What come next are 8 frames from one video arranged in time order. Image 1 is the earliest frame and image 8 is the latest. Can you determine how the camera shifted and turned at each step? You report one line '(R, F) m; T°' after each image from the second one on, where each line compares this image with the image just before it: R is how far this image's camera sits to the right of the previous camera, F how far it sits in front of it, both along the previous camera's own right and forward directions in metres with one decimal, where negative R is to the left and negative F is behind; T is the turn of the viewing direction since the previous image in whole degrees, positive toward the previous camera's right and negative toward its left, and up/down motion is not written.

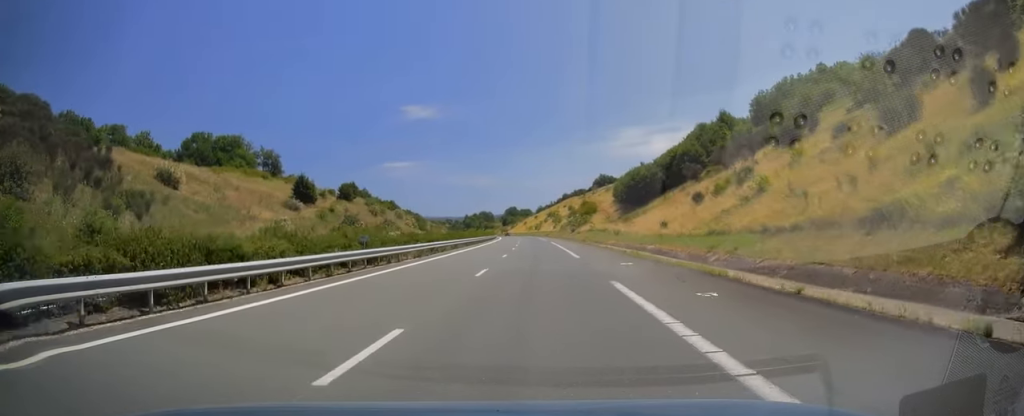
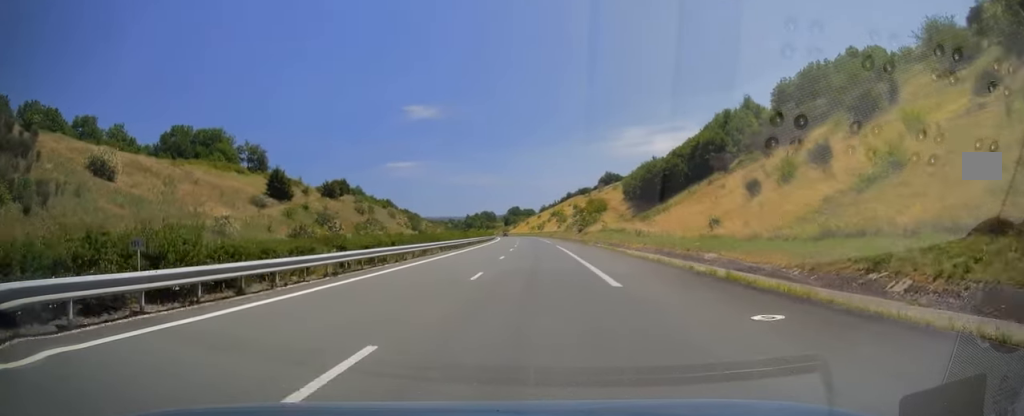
(0.0, +14.3) m; 0°
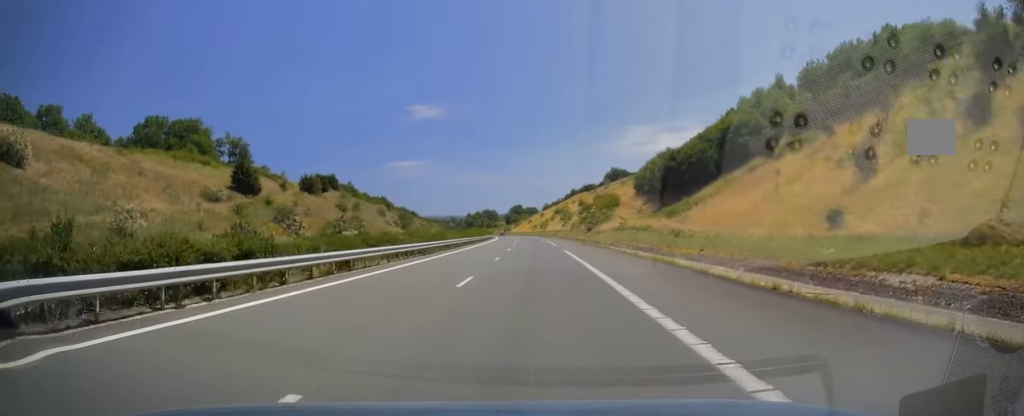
(0.0, +15.3) m; 0°
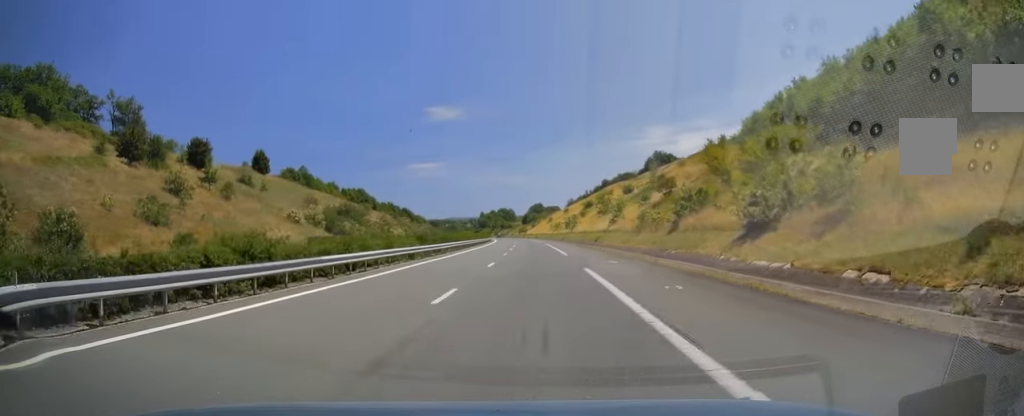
(-1.6, +67.9) m; -3°
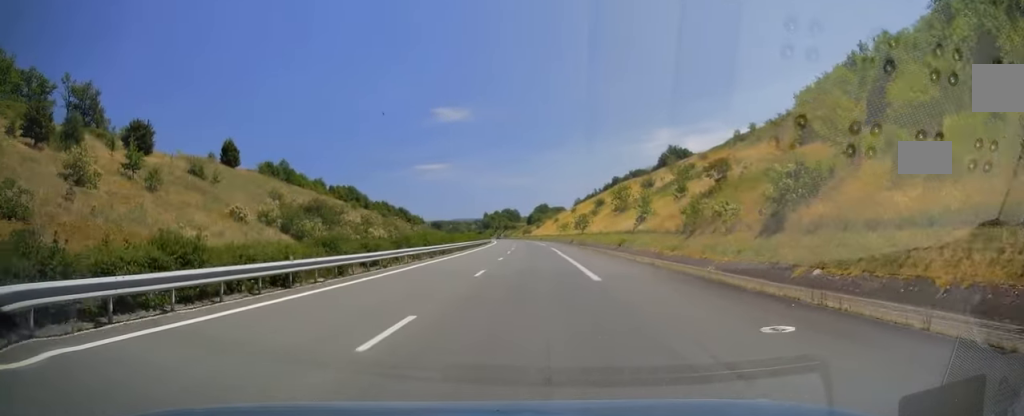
(-0.1, +17.7) m; 0°
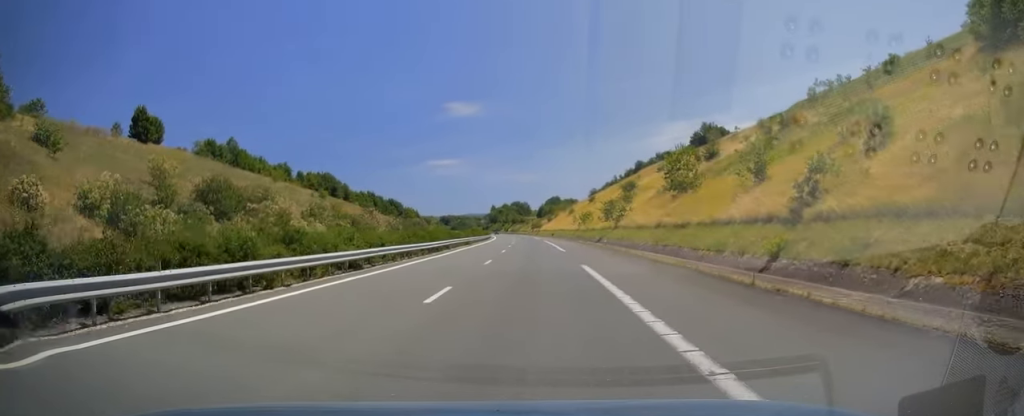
(-0.1, +34.4) m; -1°
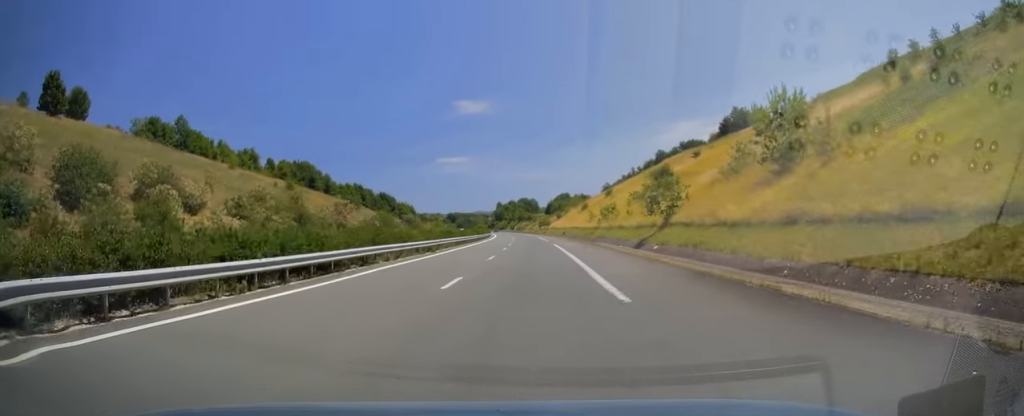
(+0.1, +23.6) m; -1°
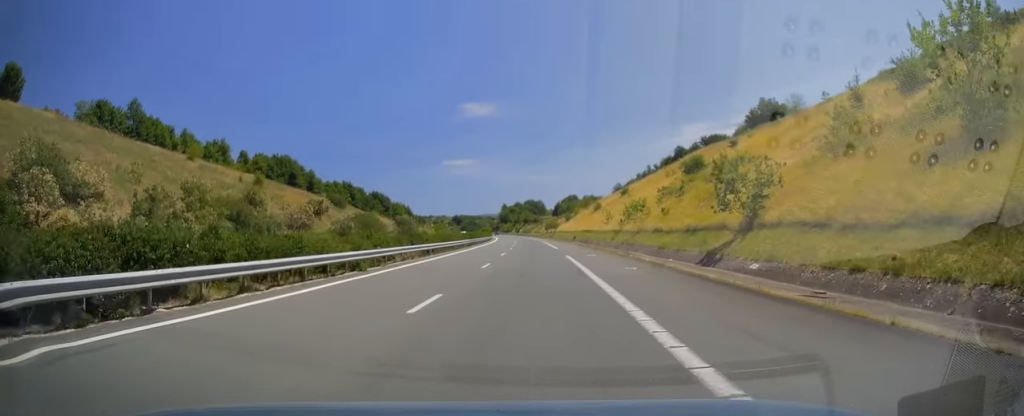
(-0.5, +16.7) m; 0°
